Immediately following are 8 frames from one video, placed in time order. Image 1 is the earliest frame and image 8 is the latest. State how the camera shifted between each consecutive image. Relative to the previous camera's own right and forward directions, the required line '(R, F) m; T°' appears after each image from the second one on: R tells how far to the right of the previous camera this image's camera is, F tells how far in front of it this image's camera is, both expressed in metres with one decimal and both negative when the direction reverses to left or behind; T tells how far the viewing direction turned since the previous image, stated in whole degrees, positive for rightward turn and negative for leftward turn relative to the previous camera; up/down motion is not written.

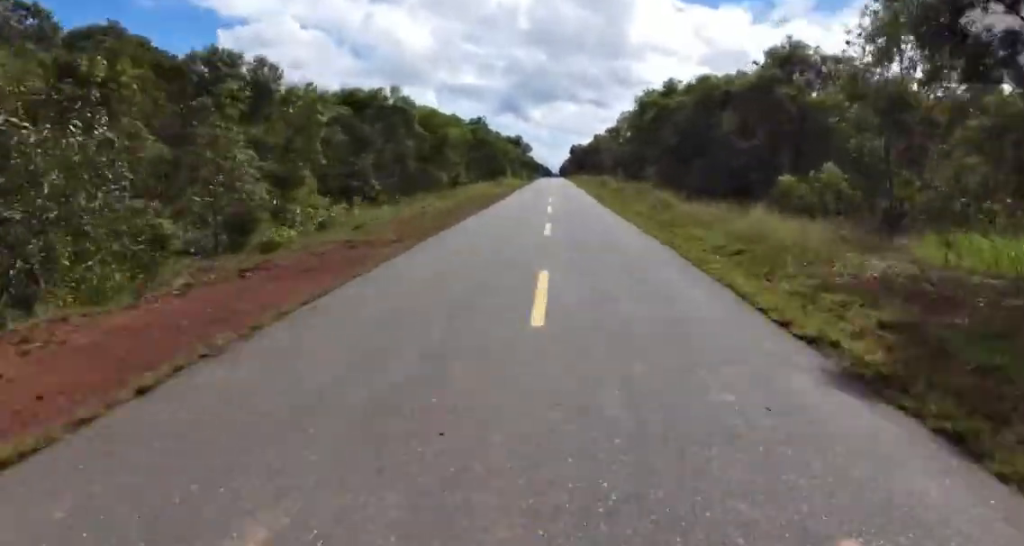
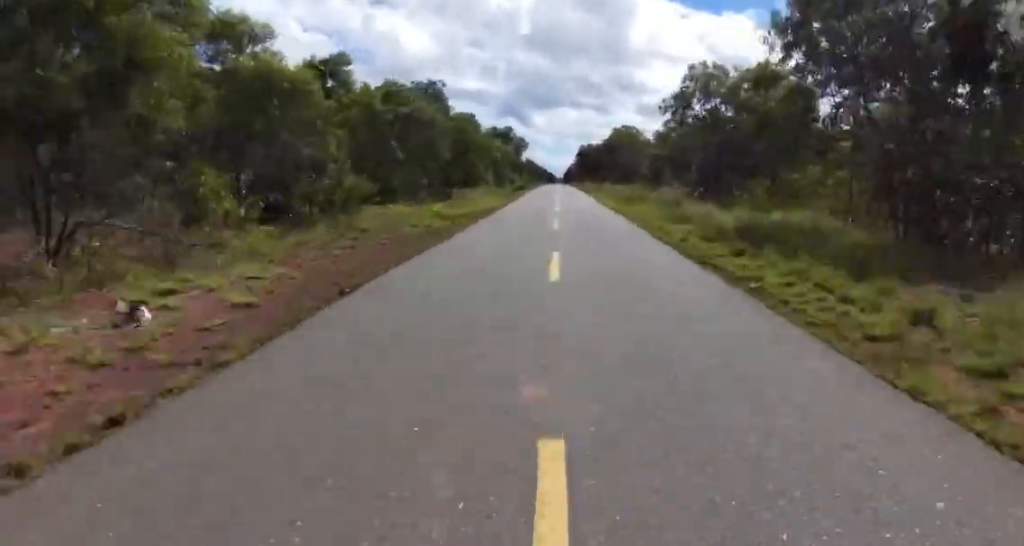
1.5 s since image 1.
(-0.5, +38.8) m; -3°
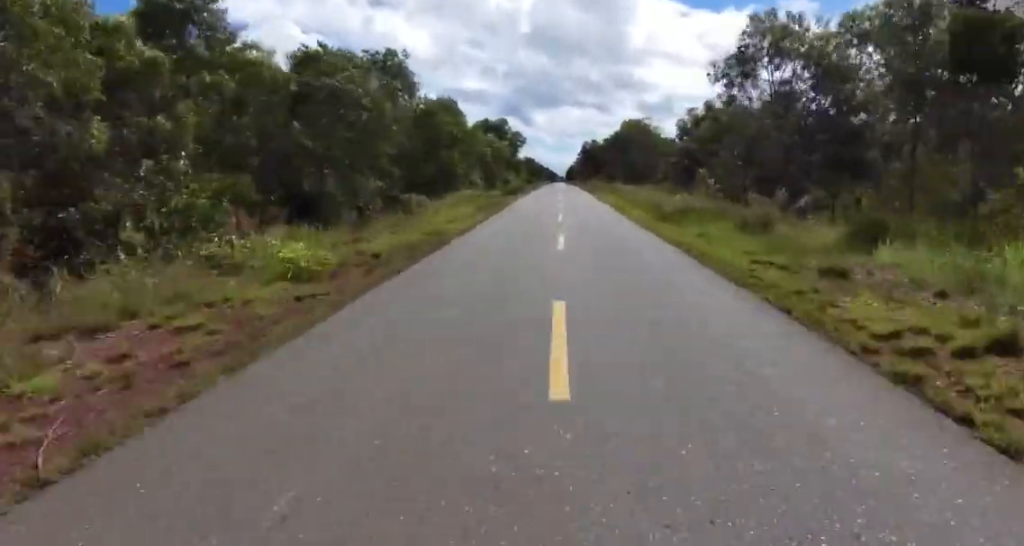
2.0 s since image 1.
(-0.1, +13.0) m; 0°
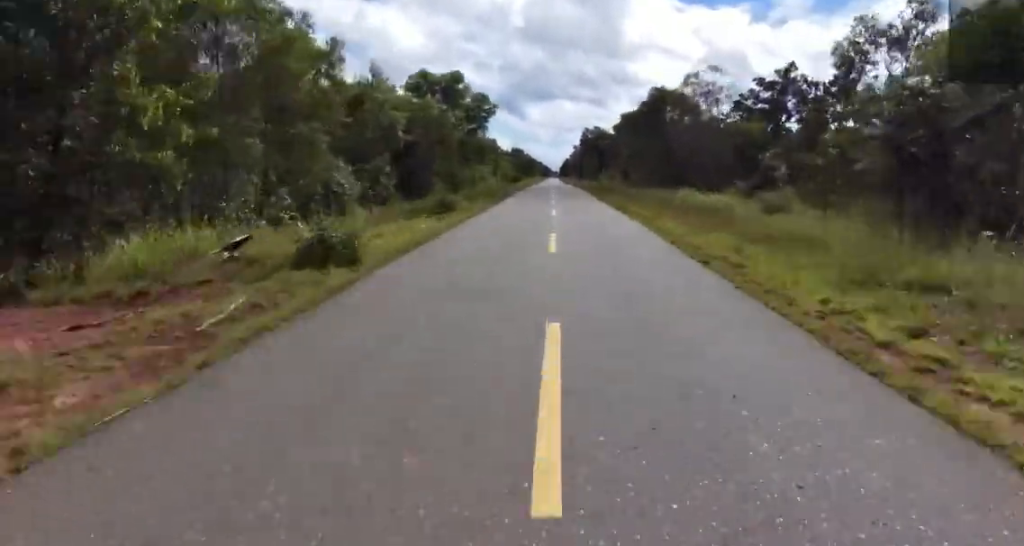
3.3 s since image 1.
(+0.1, +32.0) m; +1°
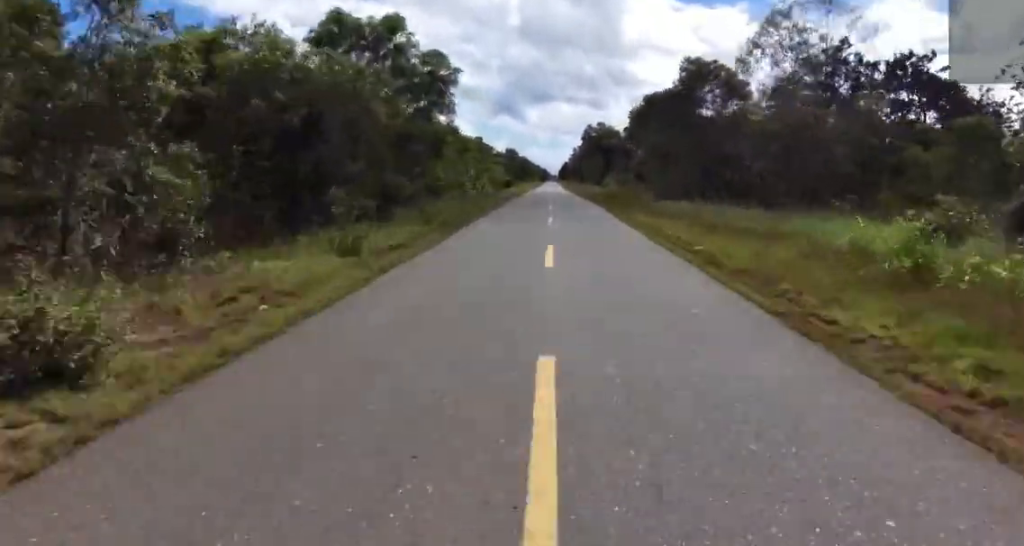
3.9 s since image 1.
(0.0, +17.4) m; 0°
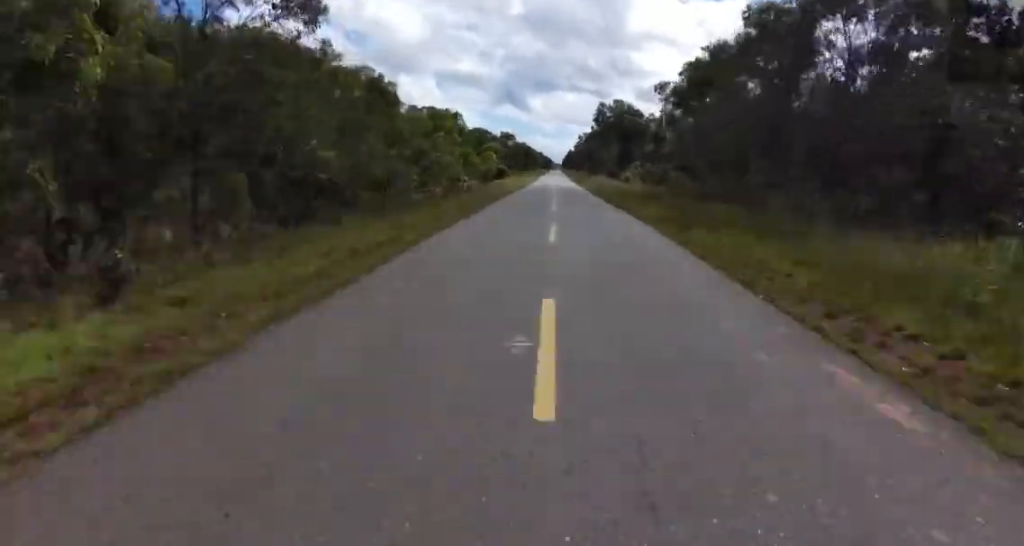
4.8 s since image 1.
(-0.1, +22.4) m; -1°
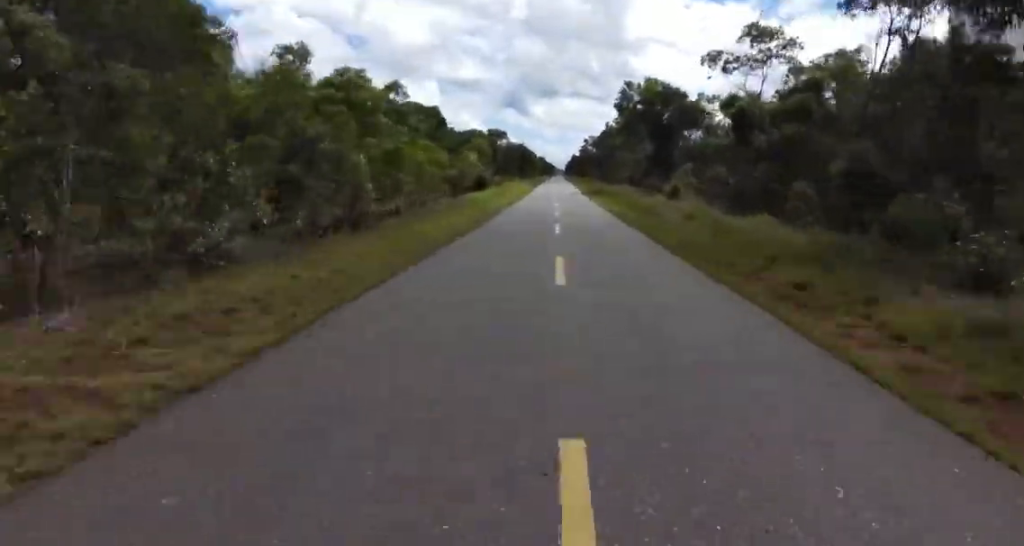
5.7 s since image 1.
(-0.4, +27.3) m; 0°
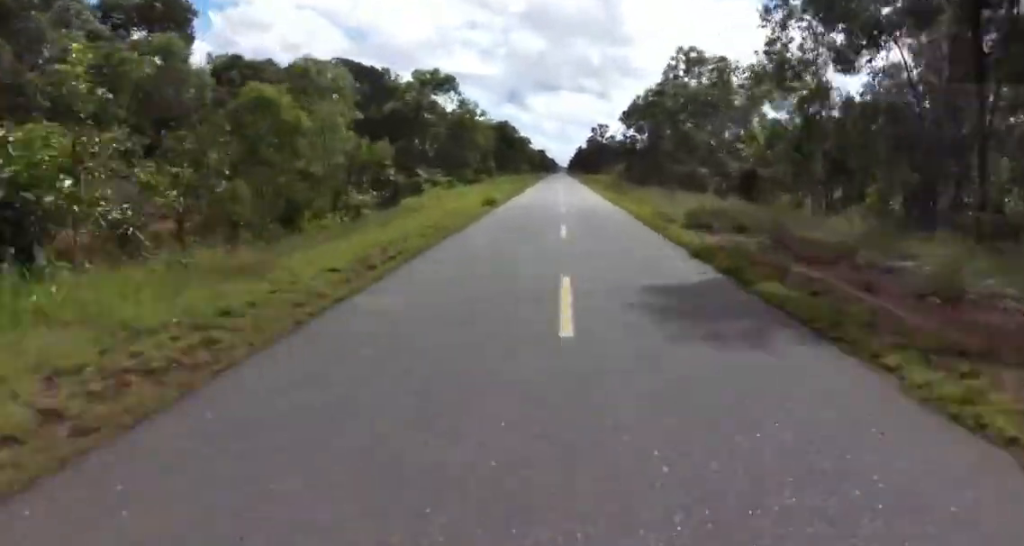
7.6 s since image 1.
(+0.5, +52.1) m; +3°
